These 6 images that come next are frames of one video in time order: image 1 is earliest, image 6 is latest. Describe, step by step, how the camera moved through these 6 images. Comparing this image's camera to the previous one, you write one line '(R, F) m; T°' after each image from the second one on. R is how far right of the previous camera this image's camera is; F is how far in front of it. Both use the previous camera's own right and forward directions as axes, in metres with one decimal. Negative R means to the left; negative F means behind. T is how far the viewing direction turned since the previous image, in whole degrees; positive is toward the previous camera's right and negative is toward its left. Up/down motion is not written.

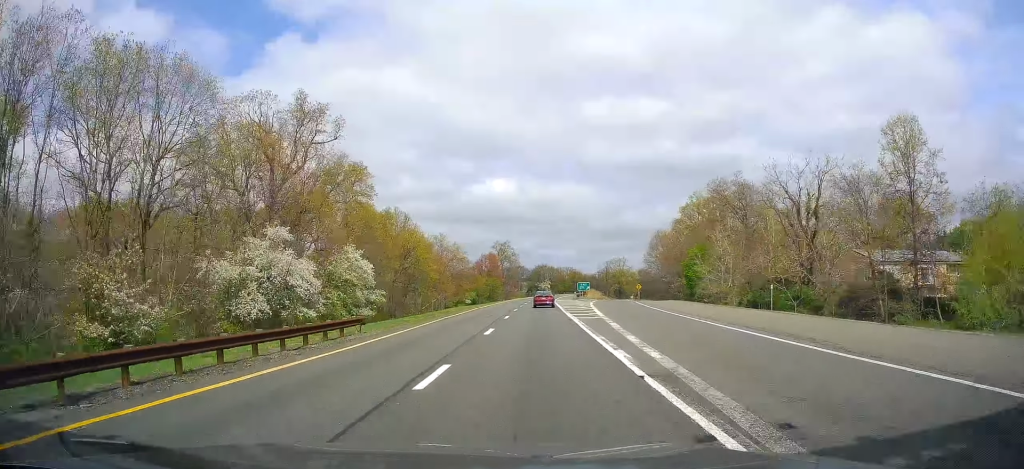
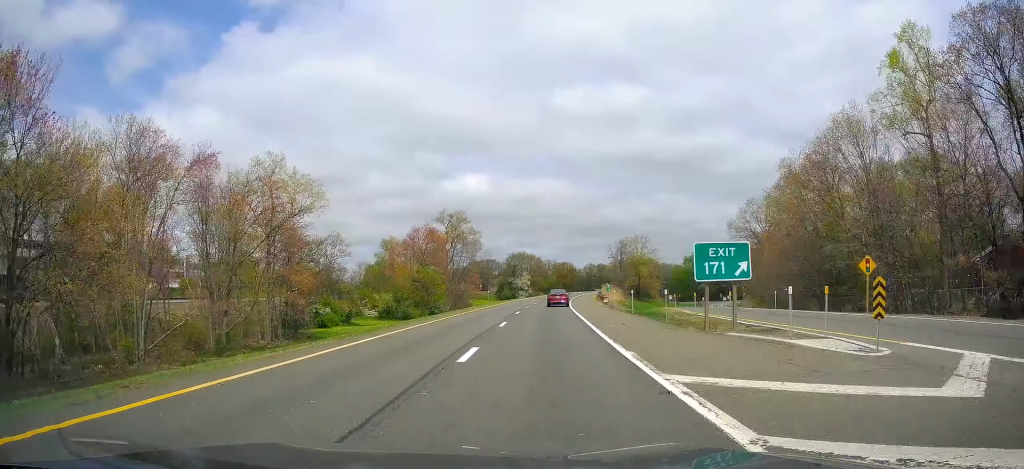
(-0.9, +94.2) m; 0°
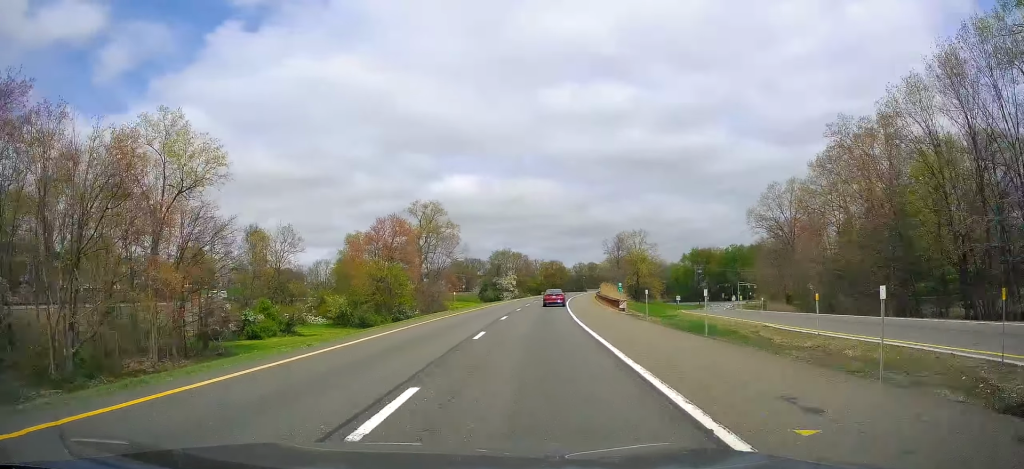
(+0.5, +18.9) m; +2°
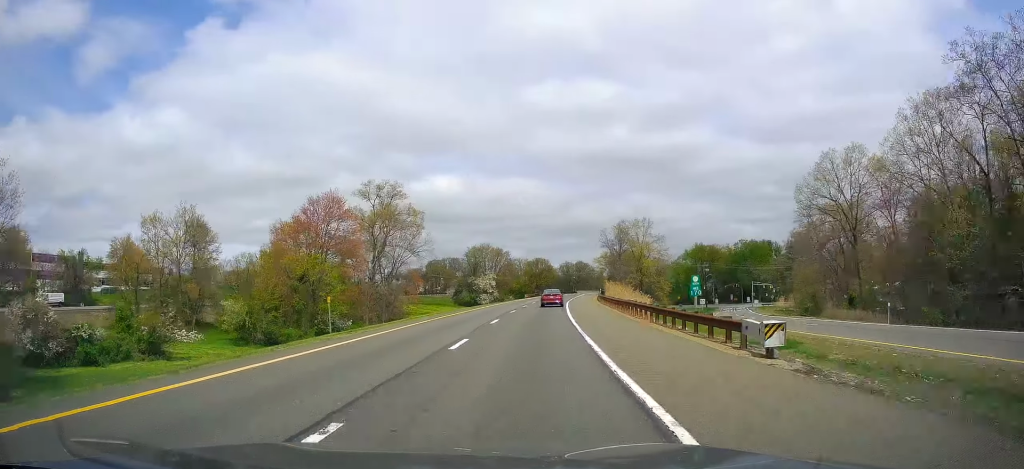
(+0.5, +27.5) m; +2°
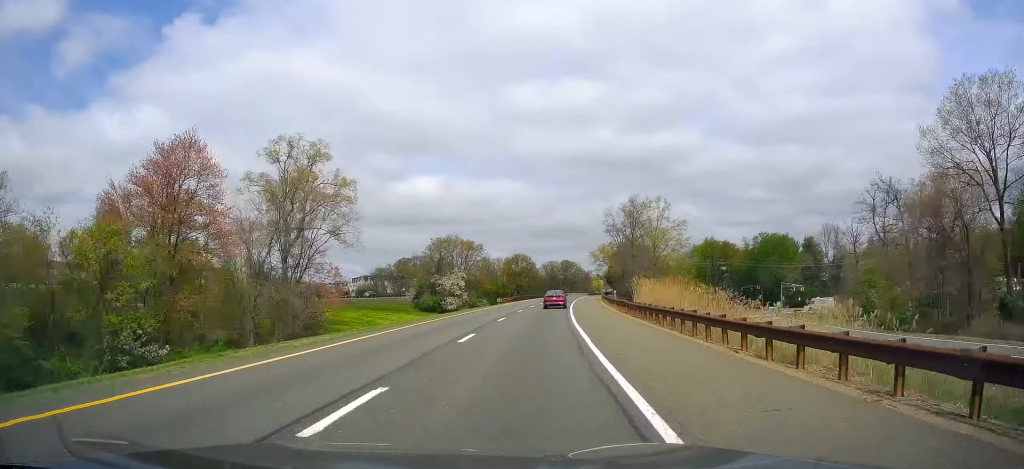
(+0.4, +33.9) m; +1°
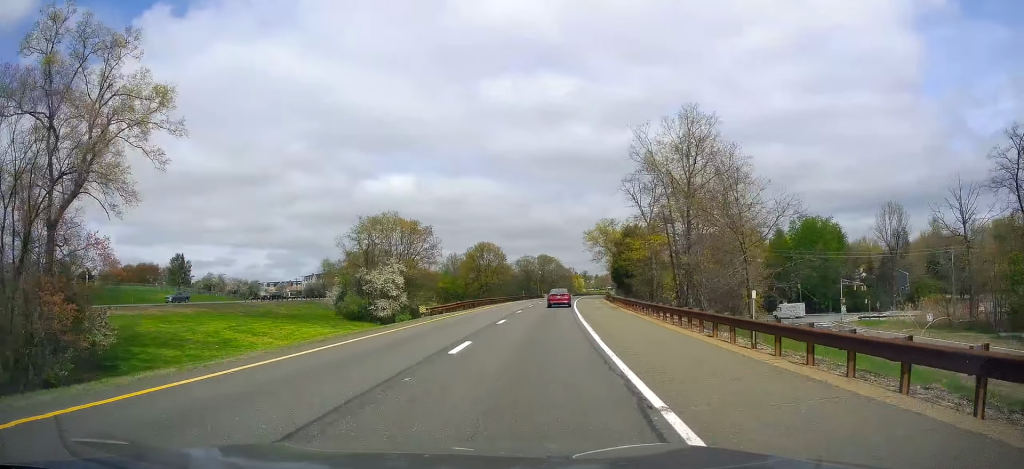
(+0.5, +40.6) m; +3°
